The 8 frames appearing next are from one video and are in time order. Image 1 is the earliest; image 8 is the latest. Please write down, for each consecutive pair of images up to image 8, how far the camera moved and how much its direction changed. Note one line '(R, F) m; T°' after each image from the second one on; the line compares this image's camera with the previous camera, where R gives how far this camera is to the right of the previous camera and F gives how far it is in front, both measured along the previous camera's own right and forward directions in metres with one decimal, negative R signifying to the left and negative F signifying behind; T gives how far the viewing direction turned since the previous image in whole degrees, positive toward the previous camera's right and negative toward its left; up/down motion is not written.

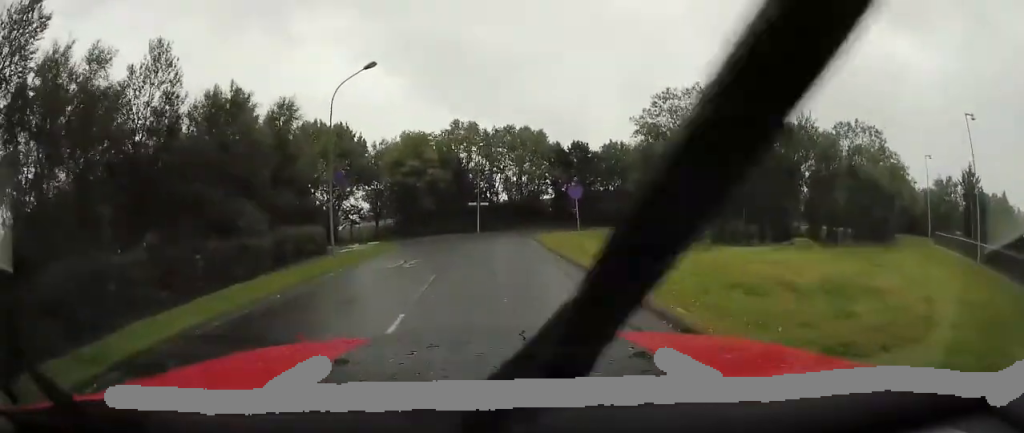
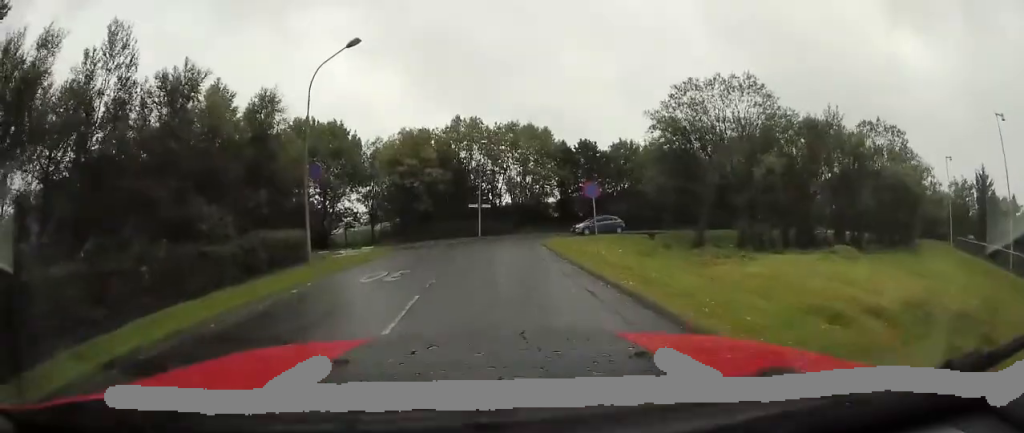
(+0.1, +2.8) m; +1°
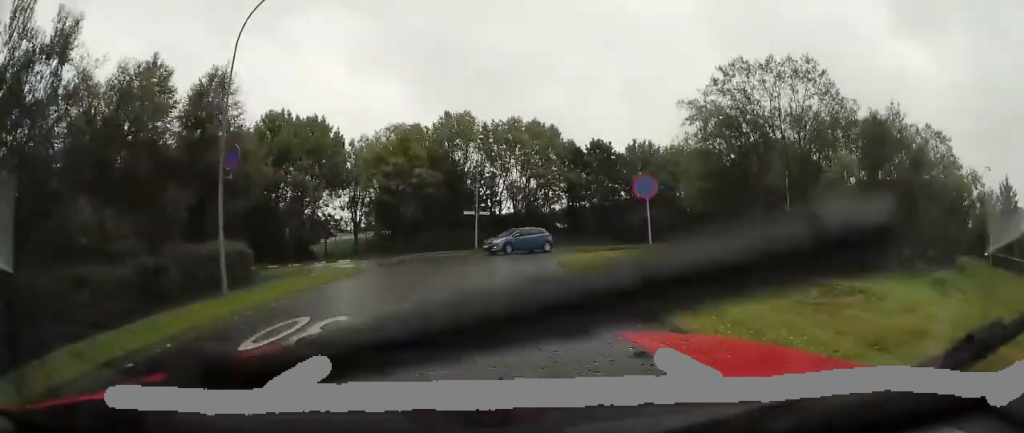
(-0.1, +5.0) m; -5°
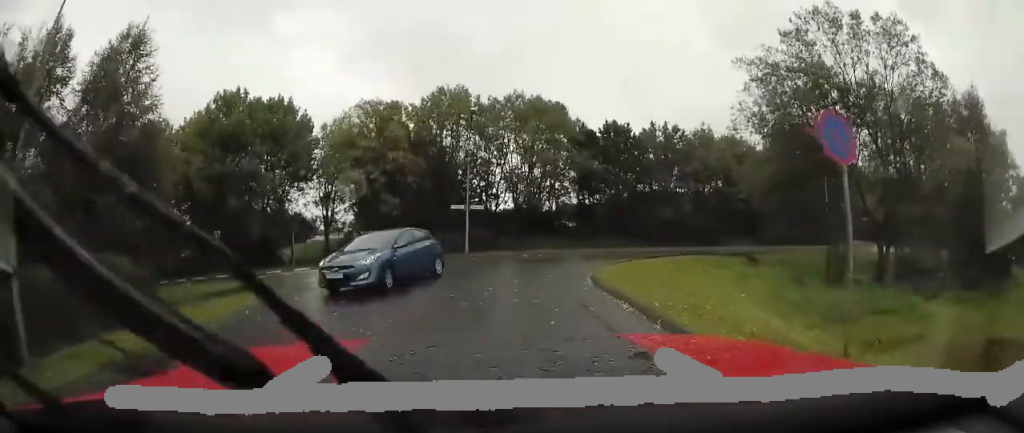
(-0.4, +5.9) m; -3°
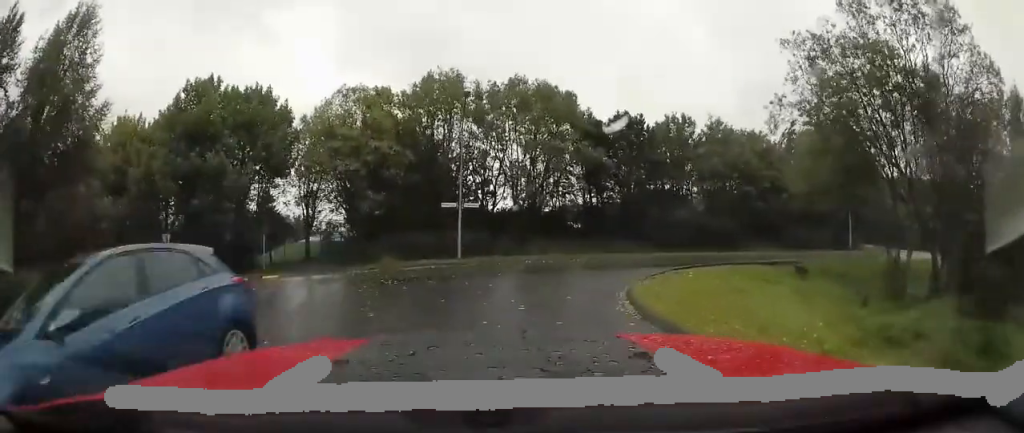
(+0.1, +3.3) m; +4°
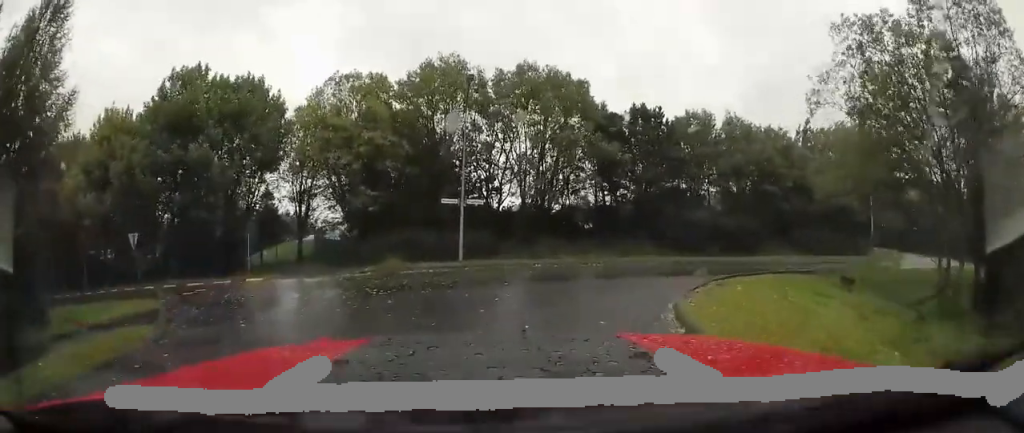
(+0.1, +2.2) m; +2°
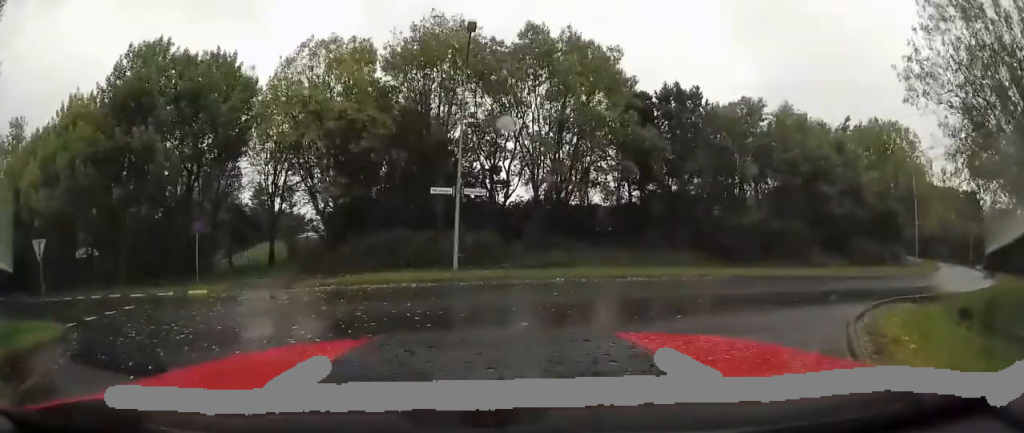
(0.0, +5.1) m; +6°
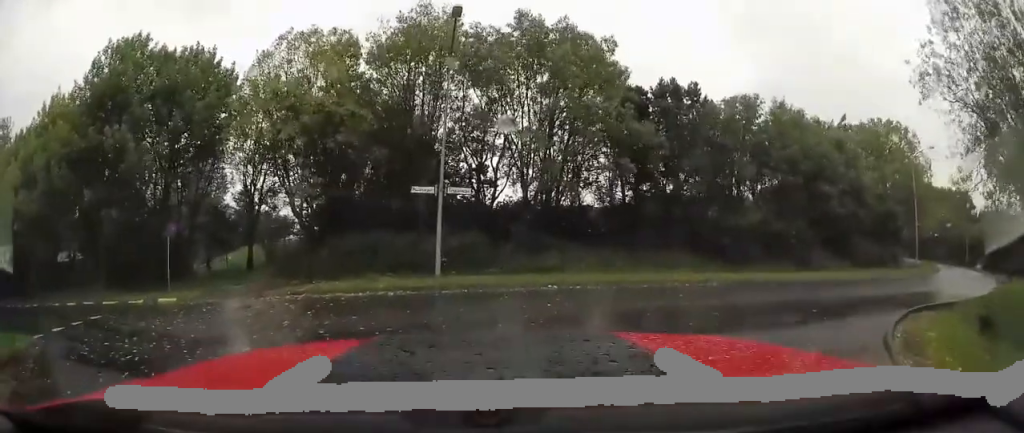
(+0.1, +1.3) m; +7°
